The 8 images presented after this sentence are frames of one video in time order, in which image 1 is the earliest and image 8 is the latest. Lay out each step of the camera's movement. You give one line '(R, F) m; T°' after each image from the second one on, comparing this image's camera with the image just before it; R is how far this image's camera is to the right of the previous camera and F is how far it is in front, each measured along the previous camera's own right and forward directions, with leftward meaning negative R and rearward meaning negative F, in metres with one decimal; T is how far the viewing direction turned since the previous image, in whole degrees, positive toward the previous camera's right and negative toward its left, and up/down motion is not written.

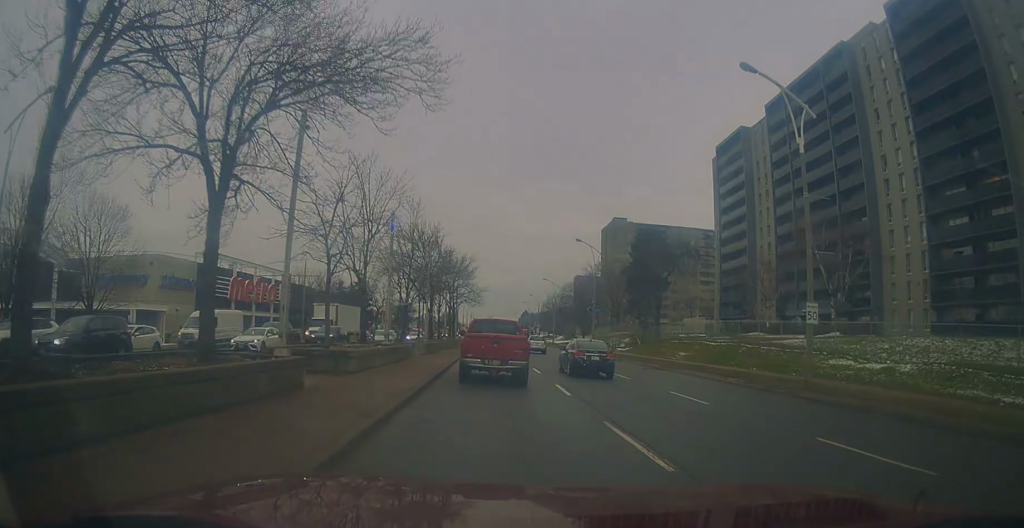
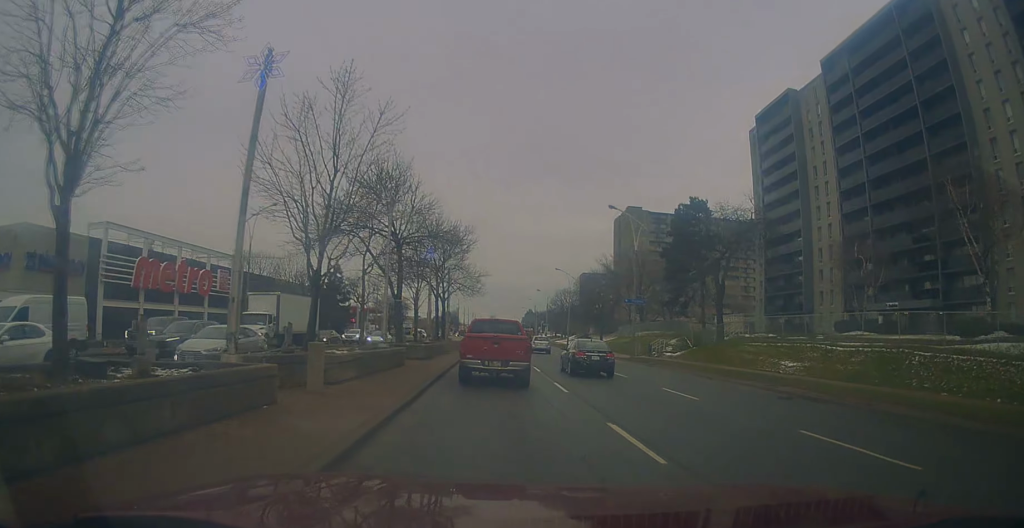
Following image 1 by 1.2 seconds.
(-0.1, +16.9) m; -2°
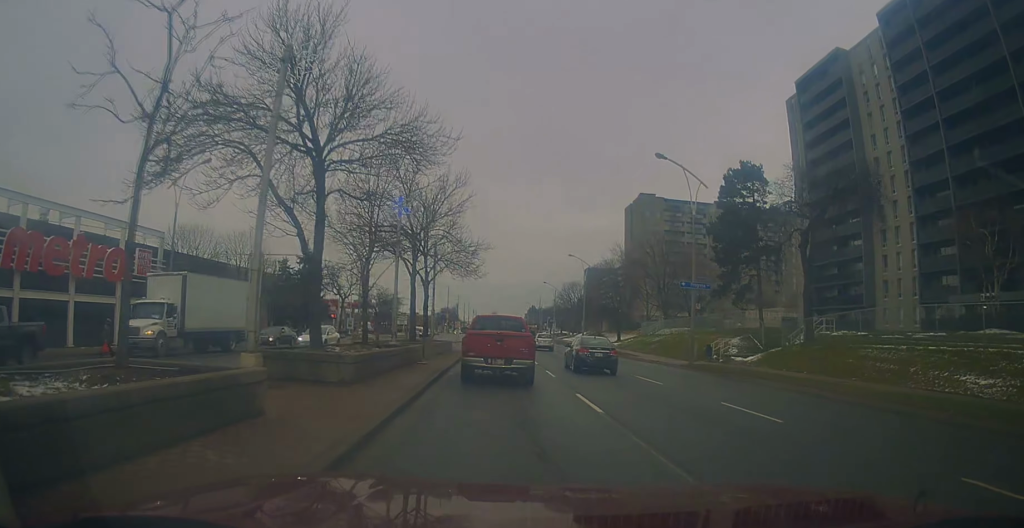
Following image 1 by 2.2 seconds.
(-0.4, +13.6) m; -1°
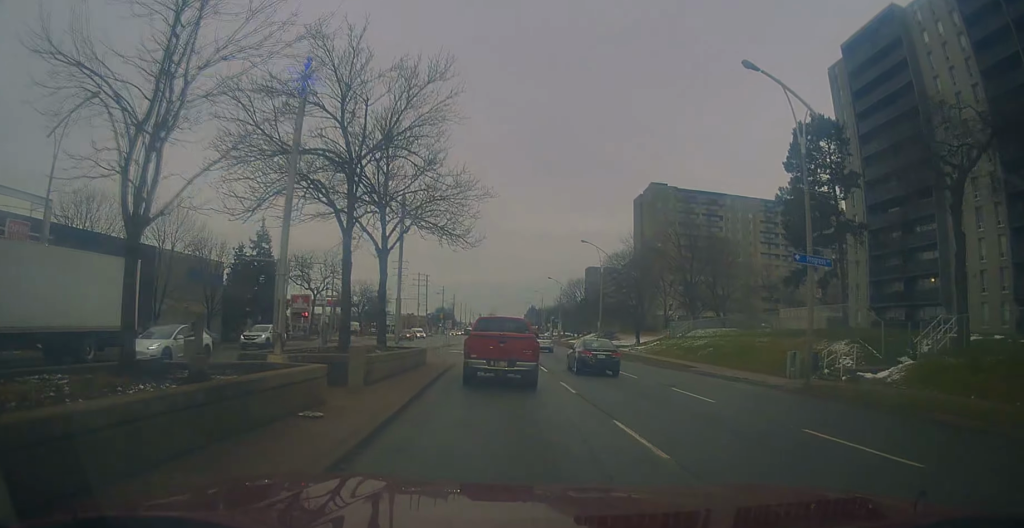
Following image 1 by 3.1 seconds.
(+0.1, +13.2) m; +2°
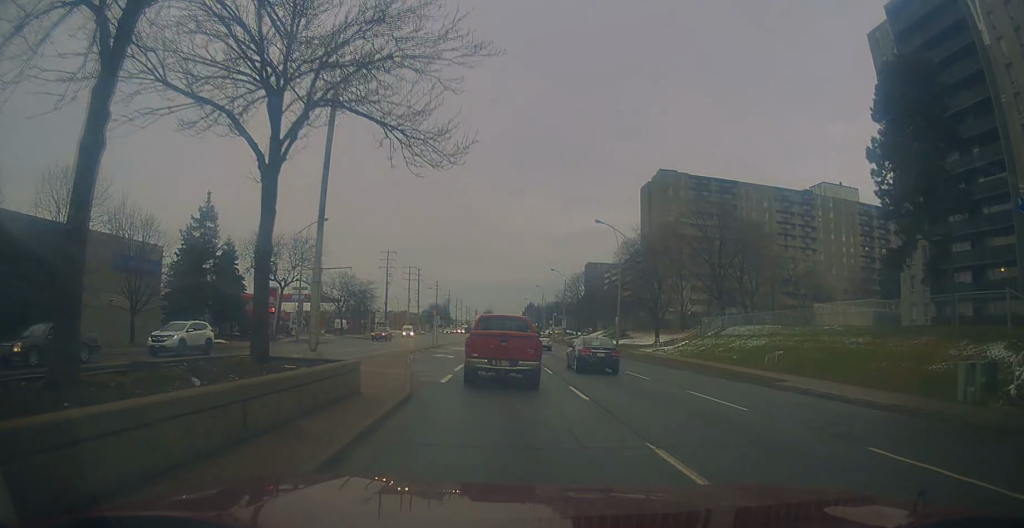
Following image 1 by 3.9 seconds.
(+0.2, +10.9) m; +1°
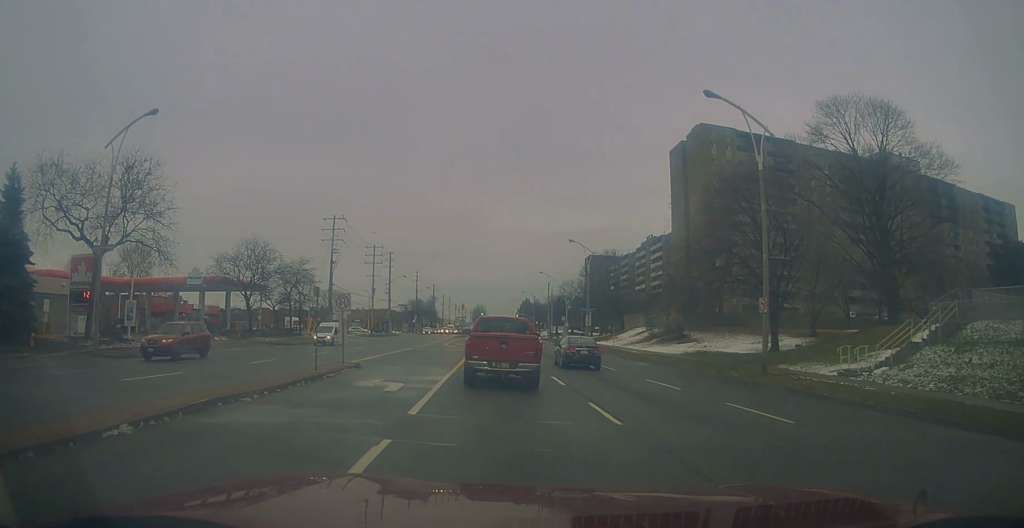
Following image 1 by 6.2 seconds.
(-0.6, +31.9) m; 0°
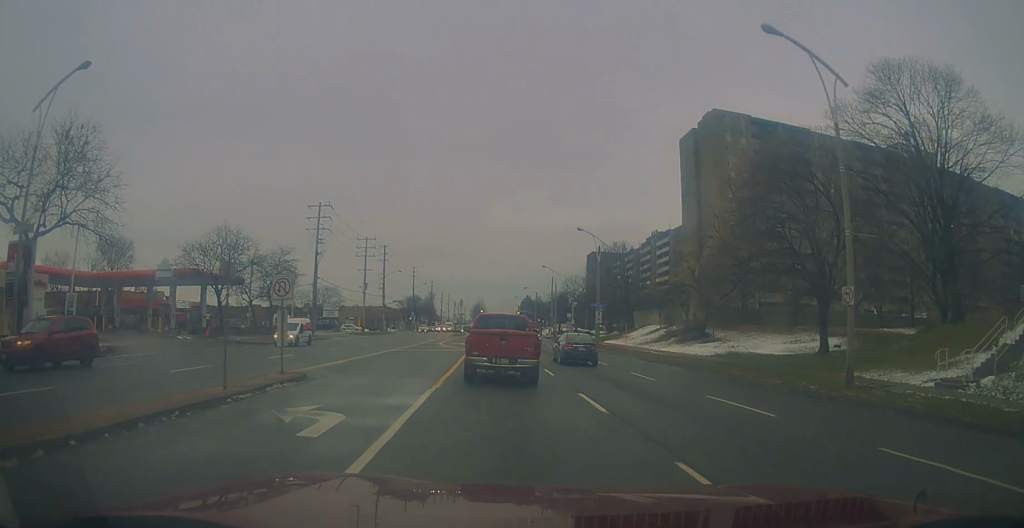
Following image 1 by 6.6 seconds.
(+0.3, +6.5) m; +1°
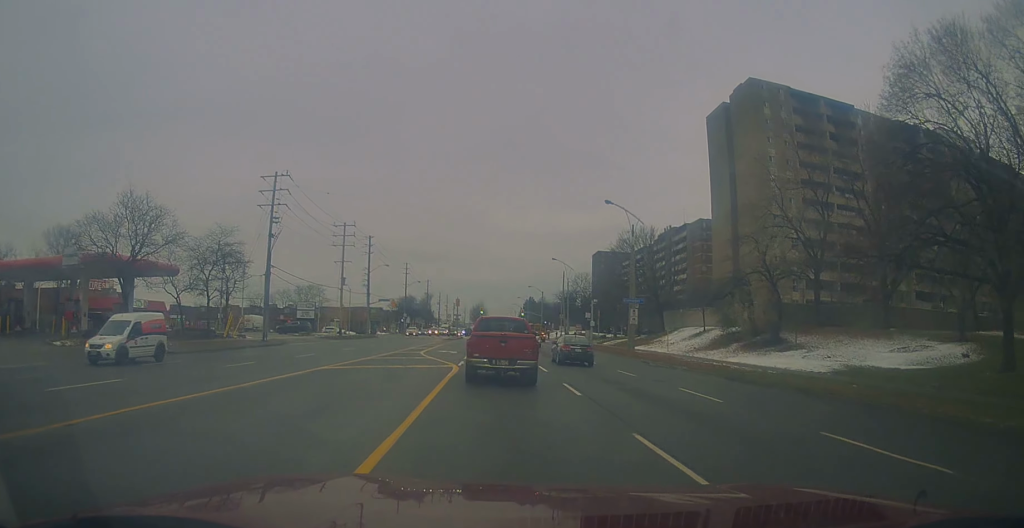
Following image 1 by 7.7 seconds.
(-0.2, +14.8) m; -2°
